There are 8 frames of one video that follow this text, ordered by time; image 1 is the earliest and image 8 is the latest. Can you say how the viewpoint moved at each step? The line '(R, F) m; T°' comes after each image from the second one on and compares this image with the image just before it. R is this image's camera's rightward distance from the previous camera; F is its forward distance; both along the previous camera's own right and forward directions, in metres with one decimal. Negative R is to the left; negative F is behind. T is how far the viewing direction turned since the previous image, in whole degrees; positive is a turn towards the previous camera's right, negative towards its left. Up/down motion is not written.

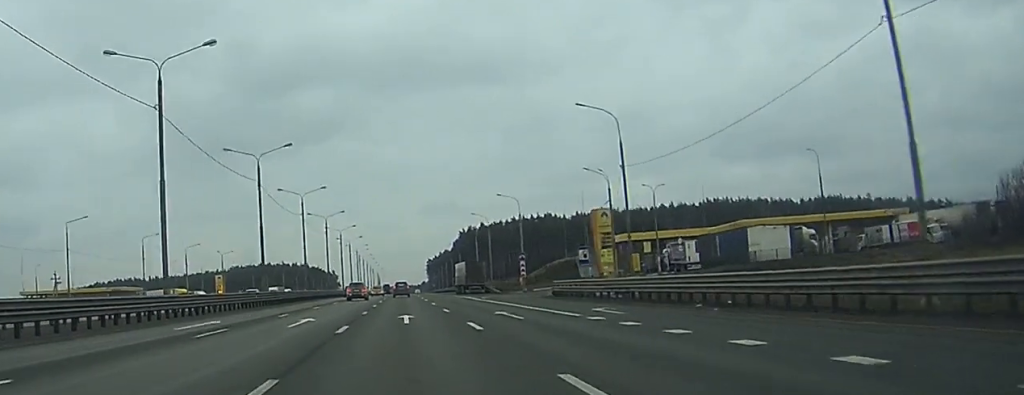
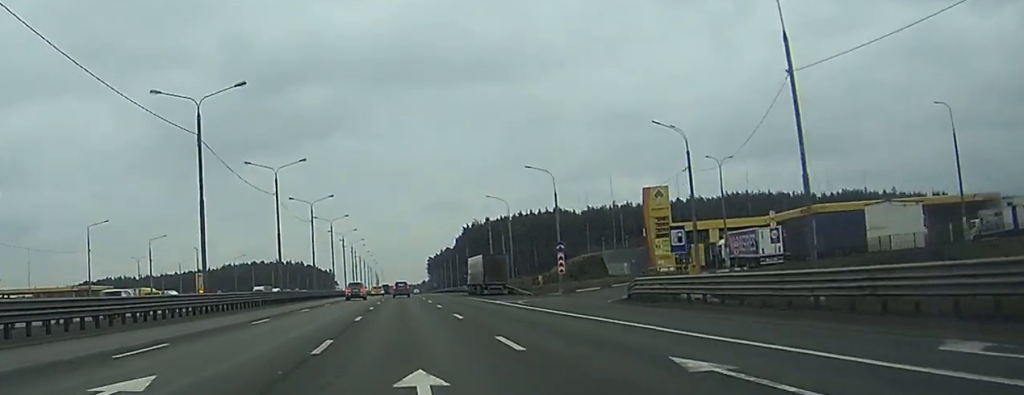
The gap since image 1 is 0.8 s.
(0.0, +22.9) m; 0°
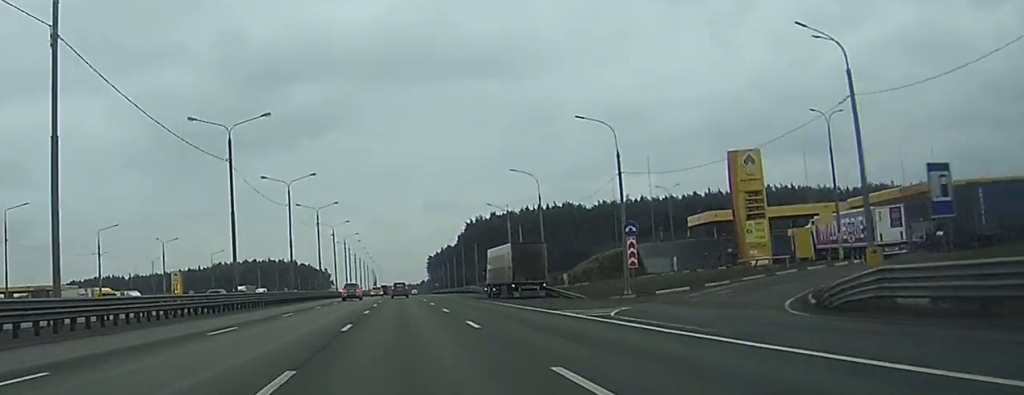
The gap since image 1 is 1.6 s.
(0.0, +23.8) m; 0°
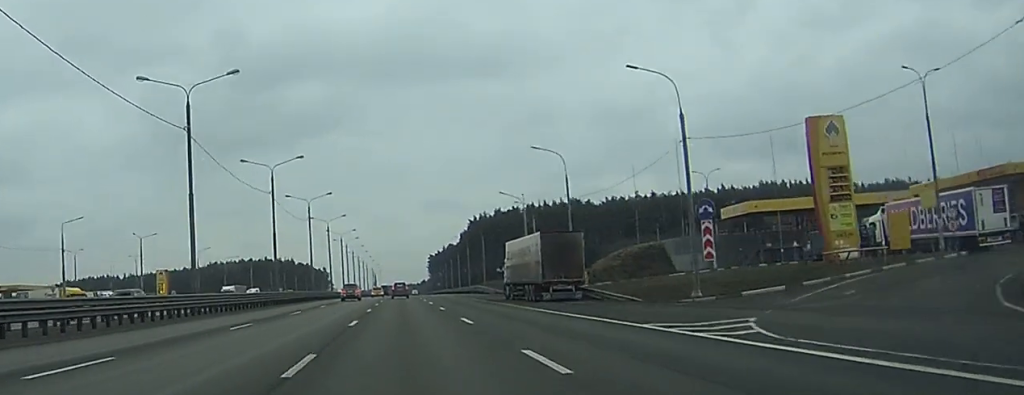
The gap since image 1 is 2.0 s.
(0.0, +12.9) m; 0°
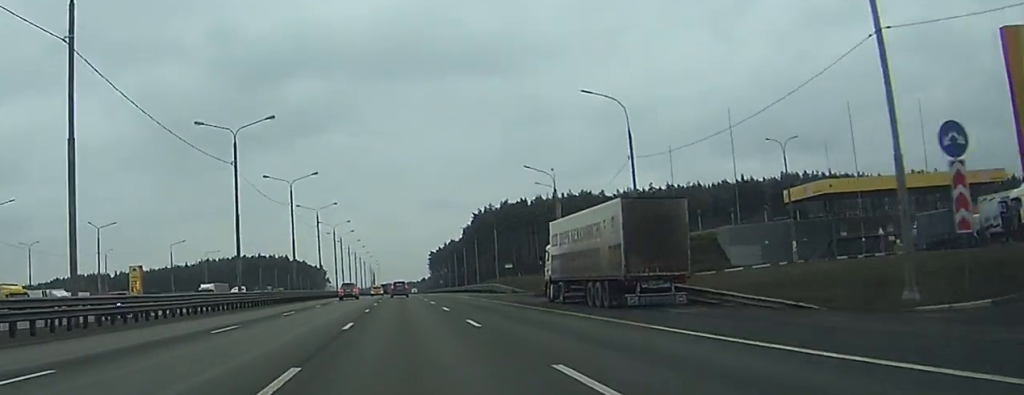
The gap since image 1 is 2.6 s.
(0.0, +18.8) m; 0°
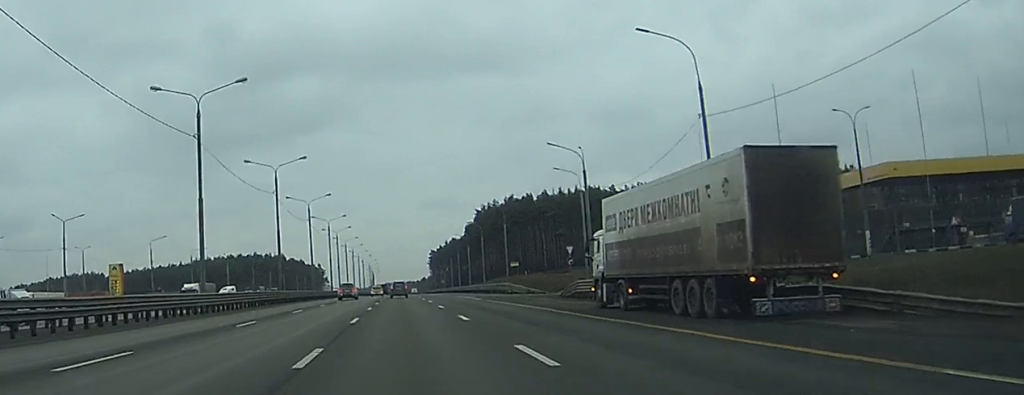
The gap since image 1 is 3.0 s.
(0.0, +11.8) m; 0°
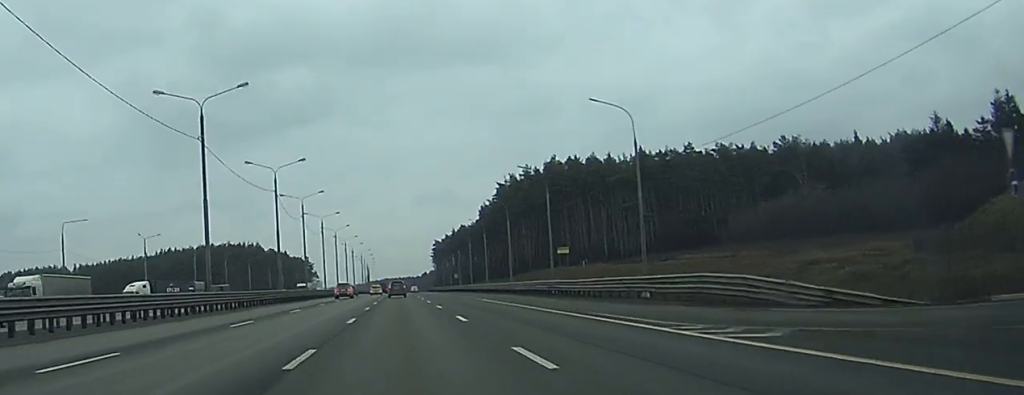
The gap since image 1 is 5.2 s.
(+0.2, +63.4) m; 0°
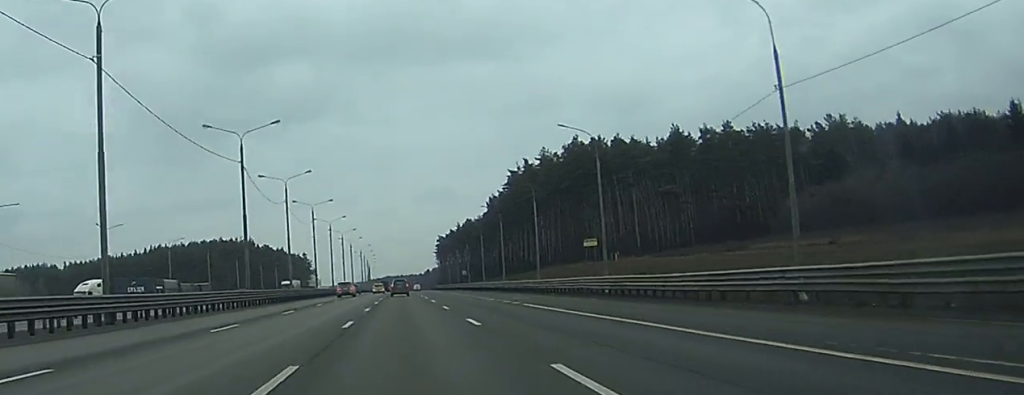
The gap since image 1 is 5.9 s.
(0.0, +19.4) m; 0°
